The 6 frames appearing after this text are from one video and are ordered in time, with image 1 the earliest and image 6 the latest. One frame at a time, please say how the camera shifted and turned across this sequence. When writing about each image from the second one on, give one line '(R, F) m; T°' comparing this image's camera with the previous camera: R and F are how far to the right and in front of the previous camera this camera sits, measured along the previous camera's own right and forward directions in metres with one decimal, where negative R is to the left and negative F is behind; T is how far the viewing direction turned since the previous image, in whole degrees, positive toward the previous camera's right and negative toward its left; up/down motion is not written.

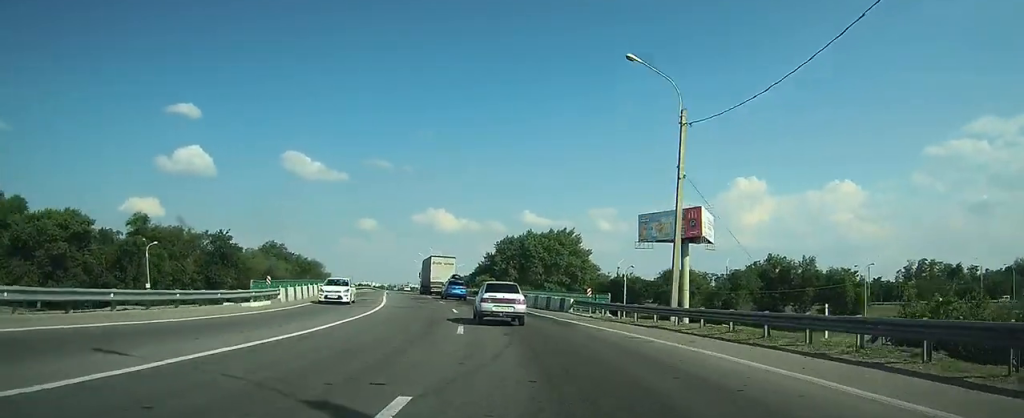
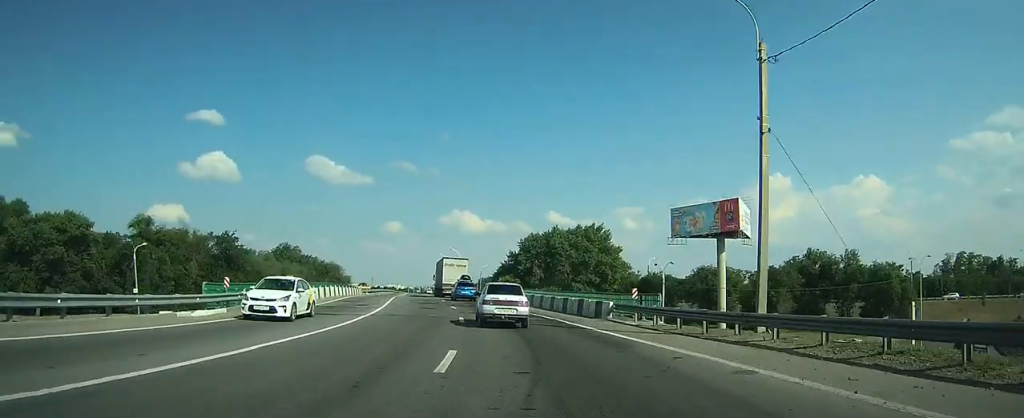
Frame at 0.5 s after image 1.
(-0.1, +6.7) m; -3°
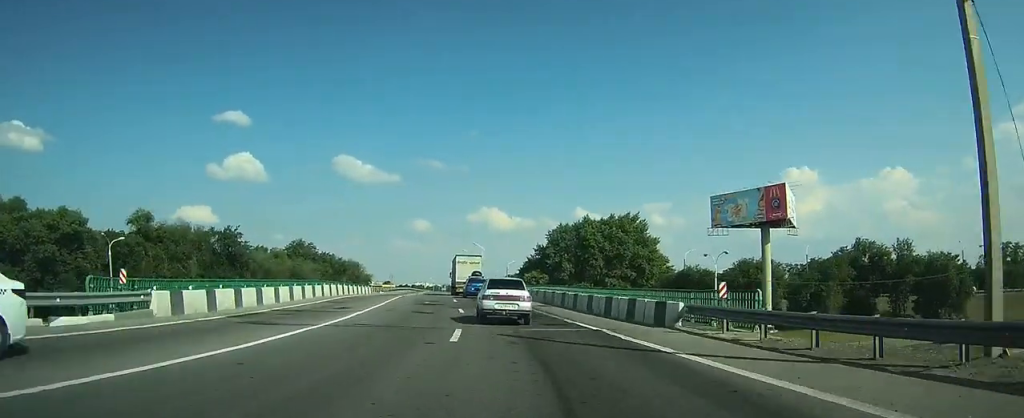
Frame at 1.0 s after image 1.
(-0.3, +8.1) m; -3°
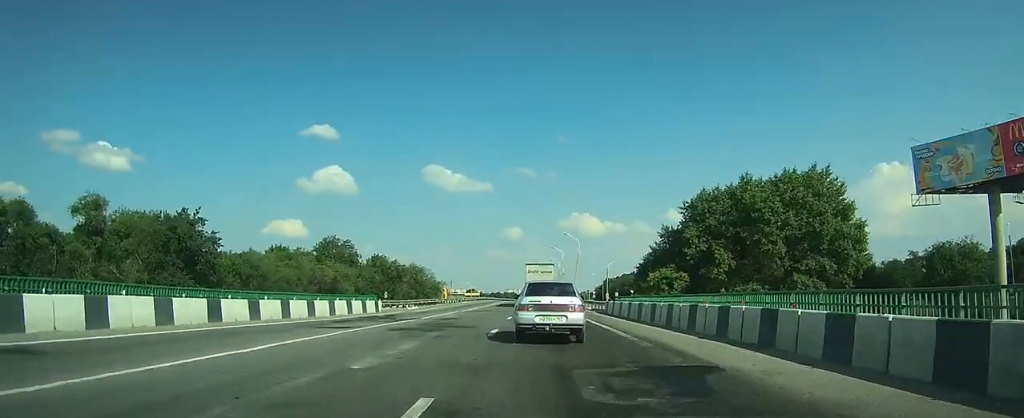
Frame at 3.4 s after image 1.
(-3.2, +33.3) m; -11°
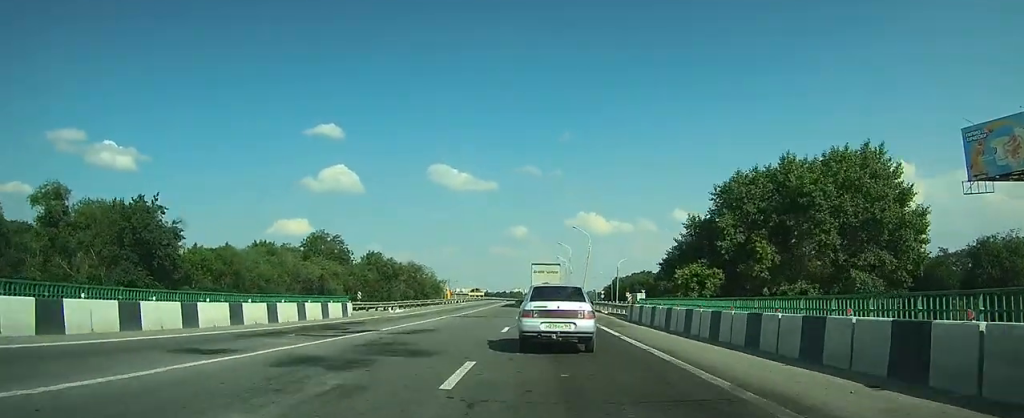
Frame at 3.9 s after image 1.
(-0.2, +8.1) m; -2°
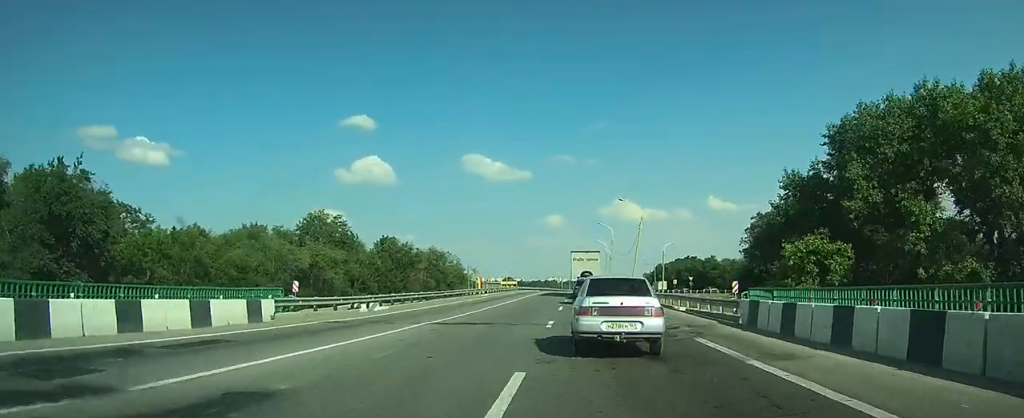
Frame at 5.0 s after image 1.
(-0.5, +14.6) m; -3°
